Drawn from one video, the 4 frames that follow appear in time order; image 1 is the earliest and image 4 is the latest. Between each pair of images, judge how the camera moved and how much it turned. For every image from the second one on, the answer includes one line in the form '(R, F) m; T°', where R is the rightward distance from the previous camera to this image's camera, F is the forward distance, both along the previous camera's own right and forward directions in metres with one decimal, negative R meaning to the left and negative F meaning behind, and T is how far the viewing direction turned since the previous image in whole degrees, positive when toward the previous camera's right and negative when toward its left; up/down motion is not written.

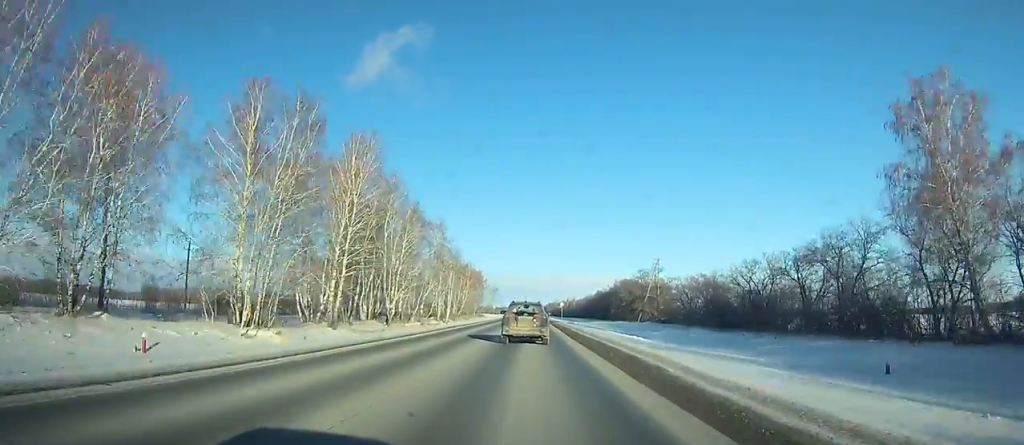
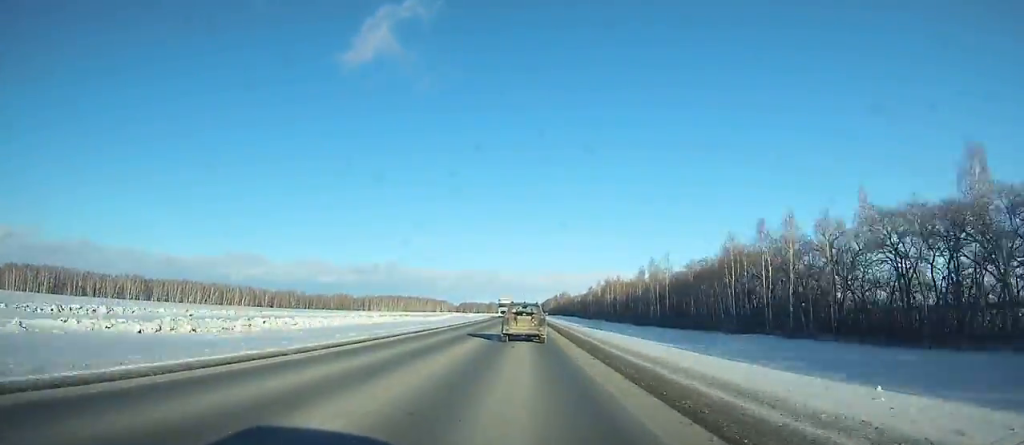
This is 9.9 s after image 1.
(+0.7, +254.1) m; 0°
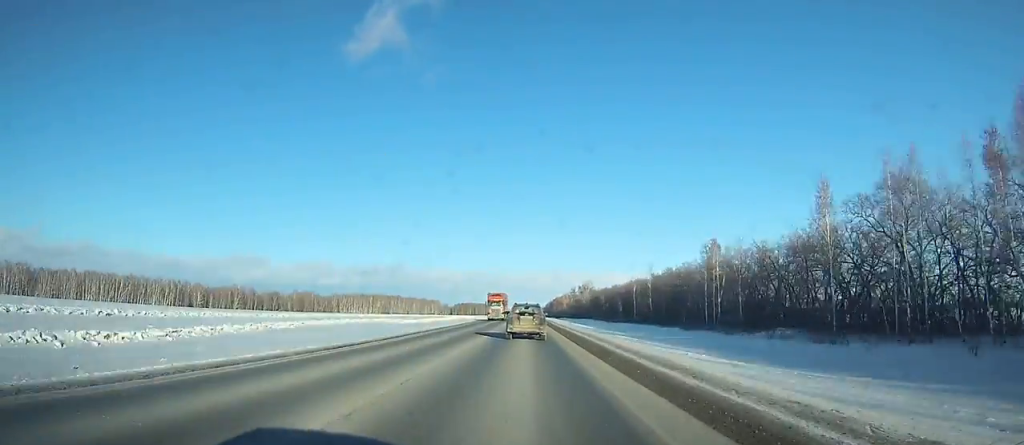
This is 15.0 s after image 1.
(-0.8, +129.8) m; 0°
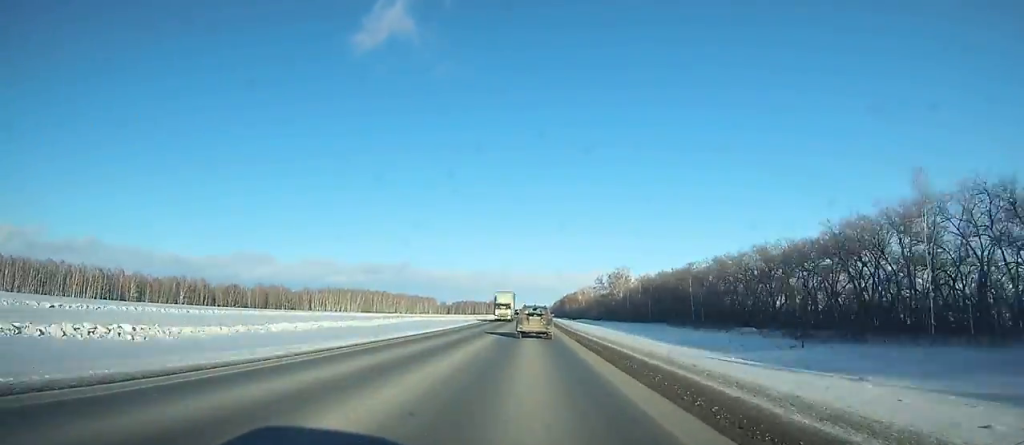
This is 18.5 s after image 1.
(+0.1, +89.7) m; 0°
